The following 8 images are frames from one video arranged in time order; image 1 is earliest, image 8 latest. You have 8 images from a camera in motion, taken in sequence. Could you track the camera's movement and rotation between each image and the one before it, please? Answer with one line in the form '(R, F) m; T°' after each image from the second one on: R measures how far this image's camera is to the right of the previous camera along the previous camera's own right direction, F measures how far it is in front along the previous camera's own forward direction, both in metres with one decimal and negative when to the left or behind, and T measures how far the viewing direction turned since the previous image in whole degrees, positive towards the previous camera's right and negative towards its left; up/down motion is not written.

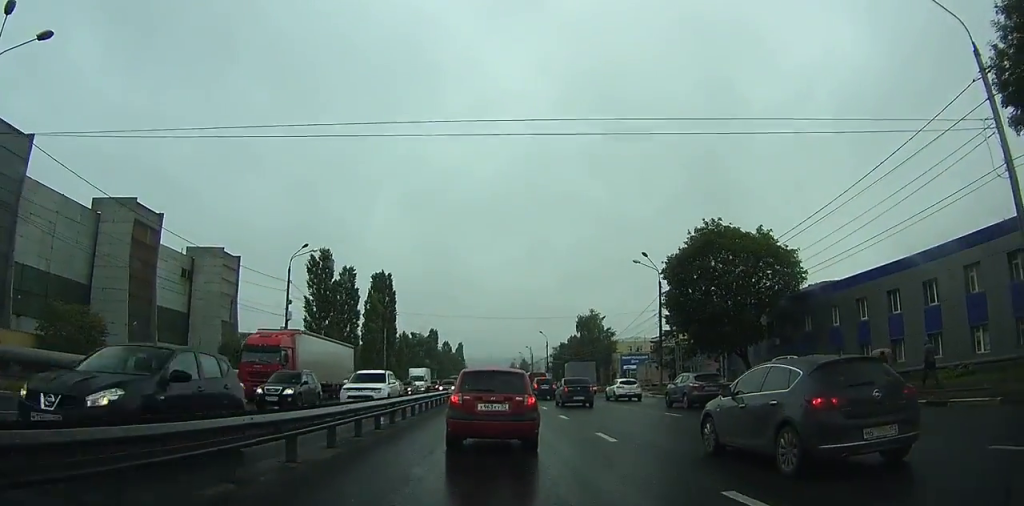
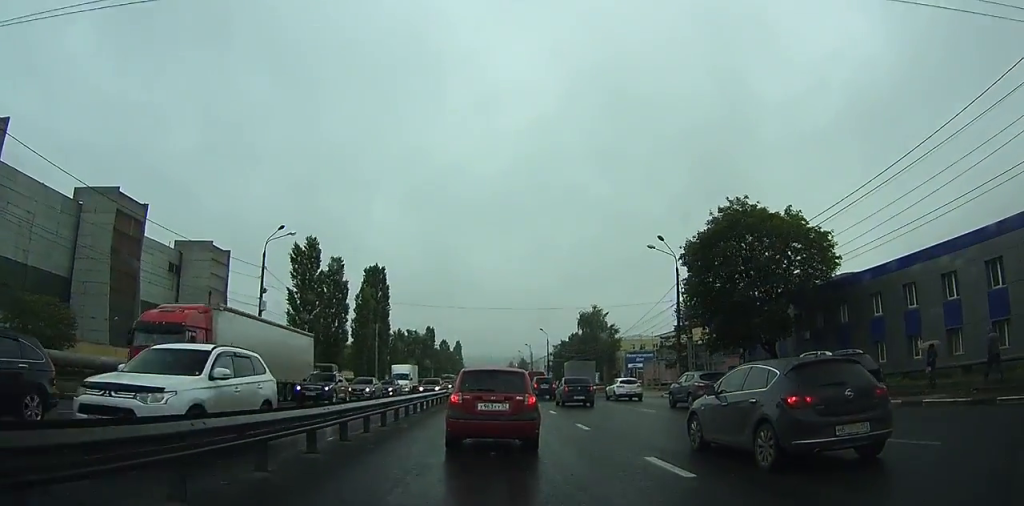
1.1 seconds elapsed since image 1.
(0.0, +3.1) m; -1°
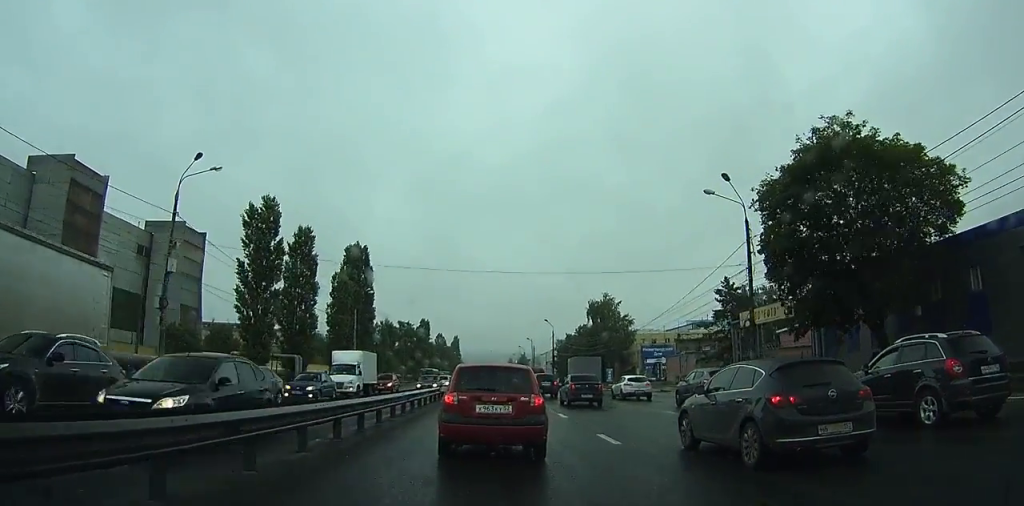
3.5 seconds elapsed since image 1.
(0.0, +8.6) m; 0°
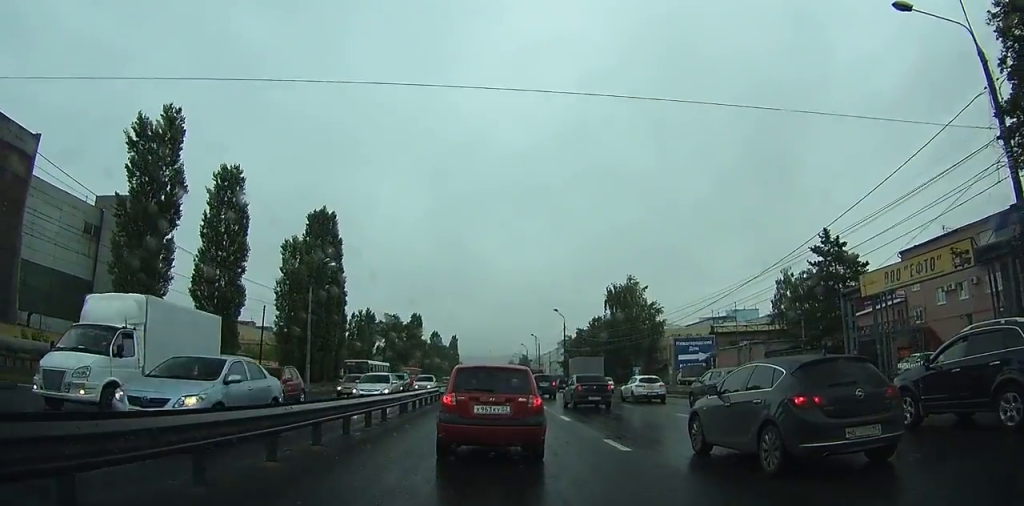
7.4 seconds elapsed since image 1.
(0.0, +16.3) m; 0°
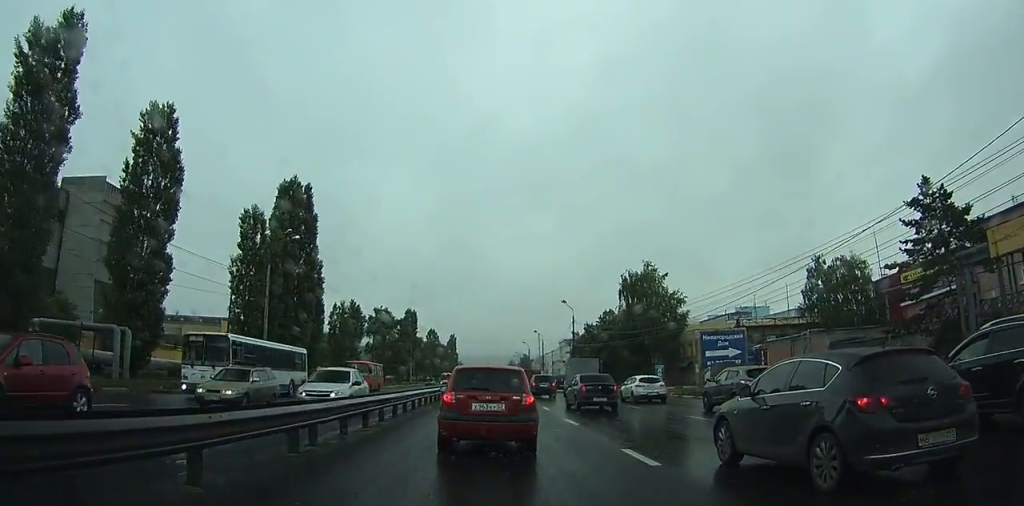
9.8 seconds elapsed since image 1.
(0.0, +11.2) m; 0°
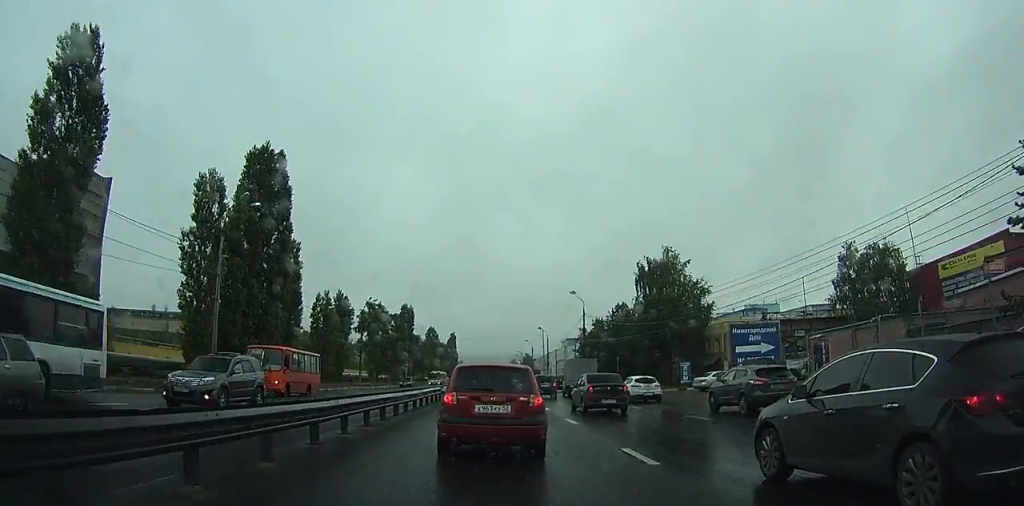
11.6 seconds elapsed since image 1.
(0.0, +8.6) m; 0°
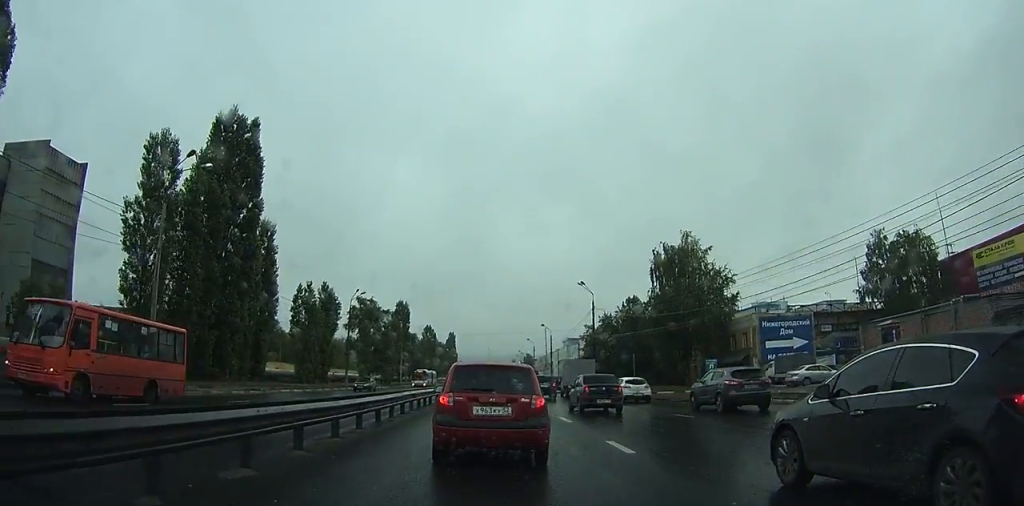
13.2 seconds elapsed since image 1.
(0.0, +7.6) m; 0°
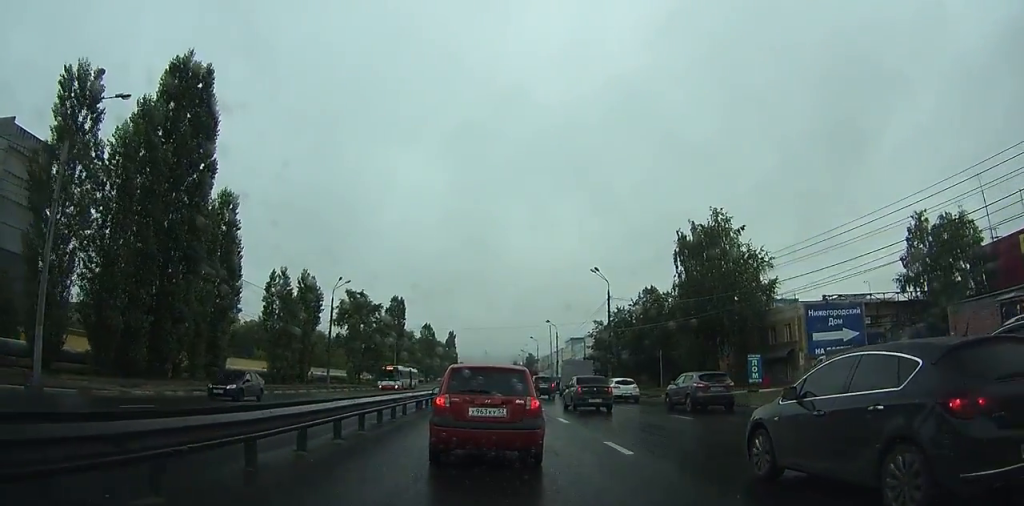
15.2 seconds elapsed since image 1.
(-0.1, +9.3) m; -1°
